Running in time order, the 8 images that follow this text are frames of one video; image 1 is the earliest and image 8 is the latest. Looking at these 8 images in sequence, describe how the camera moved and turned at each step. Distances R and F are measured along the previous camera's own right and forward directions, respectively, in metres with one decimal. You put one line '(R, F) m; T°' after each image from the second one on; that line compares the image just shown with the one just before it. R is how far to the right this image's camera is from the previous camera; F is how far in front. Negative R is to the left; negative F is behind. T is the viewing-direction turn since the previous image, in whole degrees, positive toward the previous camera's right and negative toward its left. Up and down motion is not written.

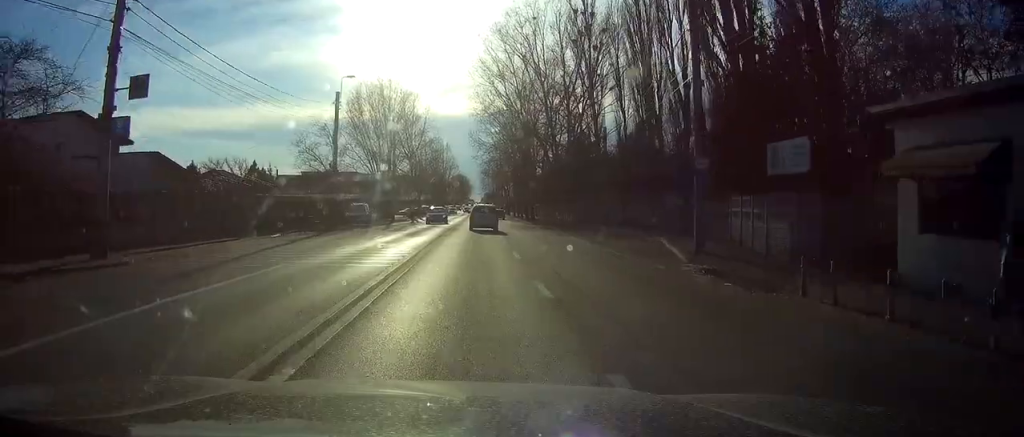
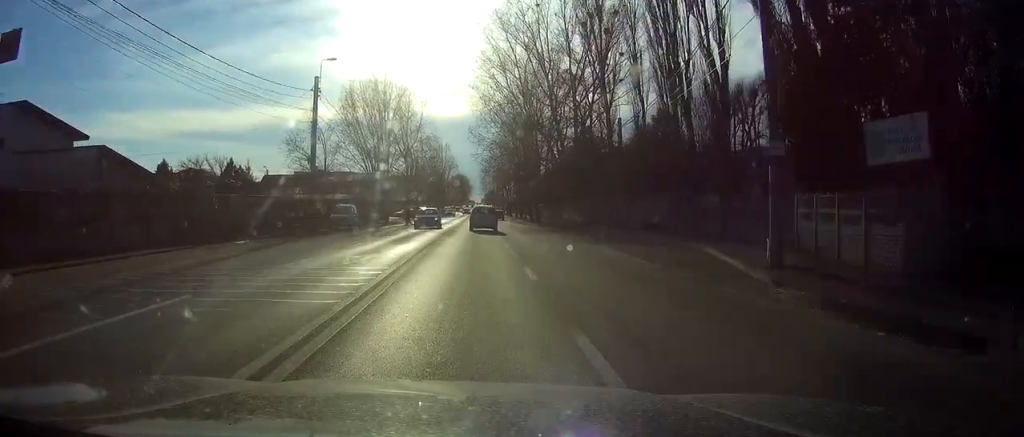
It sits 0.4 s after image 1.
(0.0, +6.4) m; 0°
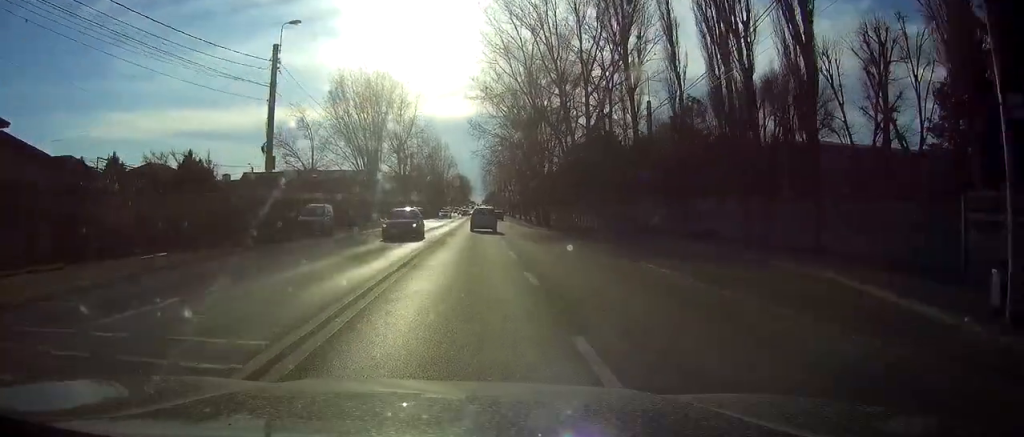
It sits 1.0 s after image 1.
(0.0, +9.1) m; 0°
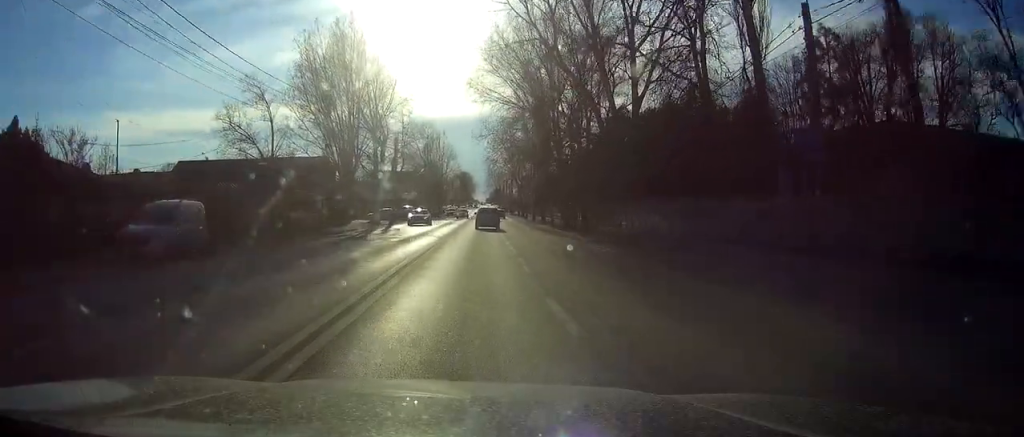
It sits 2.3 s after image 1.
(0.0, +22.1) m; 0°
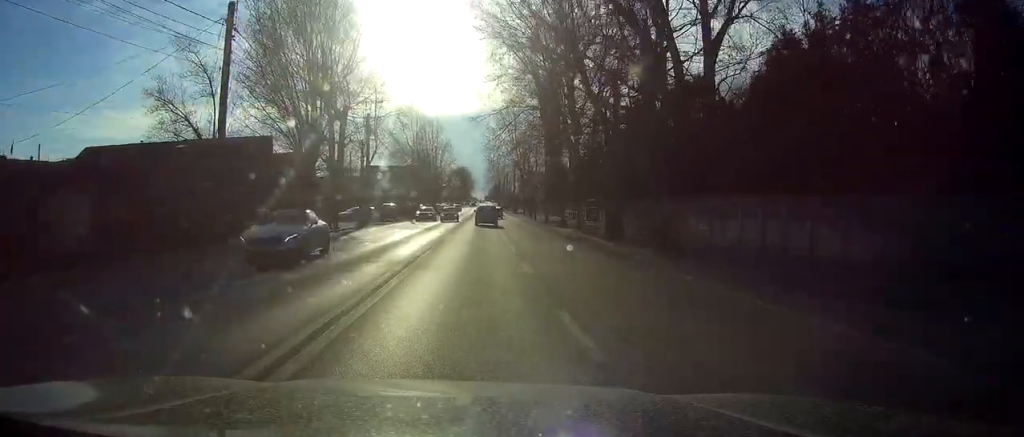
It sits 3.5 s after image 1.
(0.0, +18.6) m; 0°
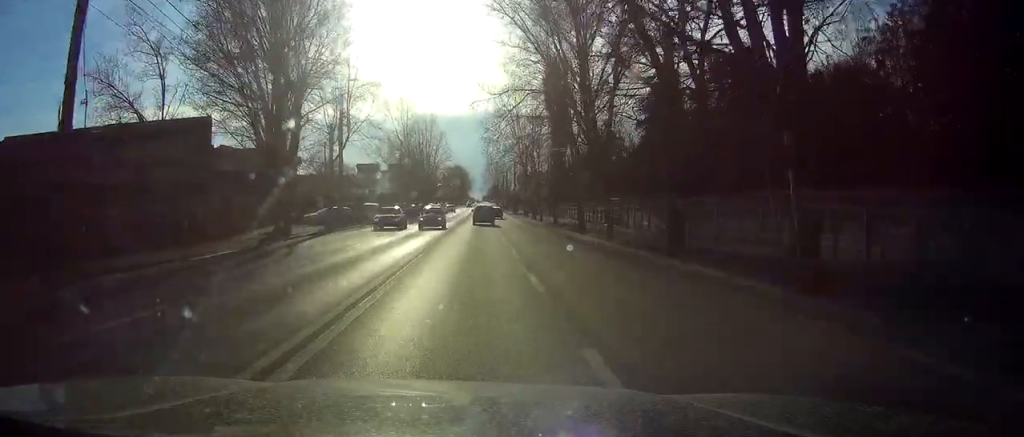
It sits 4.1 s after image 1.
(0.0, +11.0) m; 0°
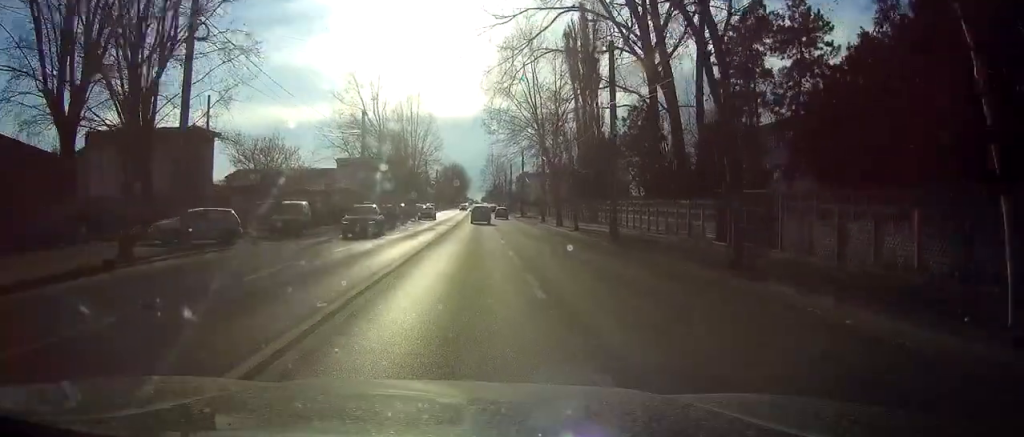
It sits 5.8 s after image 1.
(0.0, +27.3) m; 0°
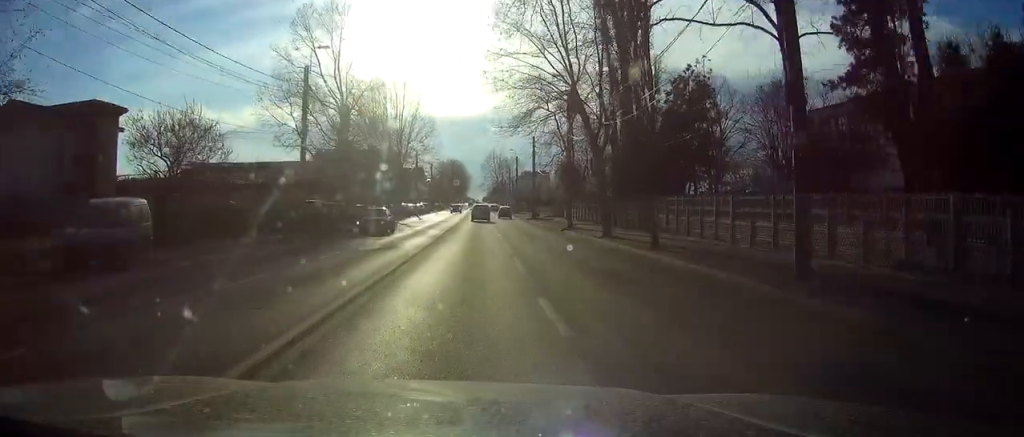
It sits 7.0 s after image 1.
(0.0, +20.3) m; 0°
